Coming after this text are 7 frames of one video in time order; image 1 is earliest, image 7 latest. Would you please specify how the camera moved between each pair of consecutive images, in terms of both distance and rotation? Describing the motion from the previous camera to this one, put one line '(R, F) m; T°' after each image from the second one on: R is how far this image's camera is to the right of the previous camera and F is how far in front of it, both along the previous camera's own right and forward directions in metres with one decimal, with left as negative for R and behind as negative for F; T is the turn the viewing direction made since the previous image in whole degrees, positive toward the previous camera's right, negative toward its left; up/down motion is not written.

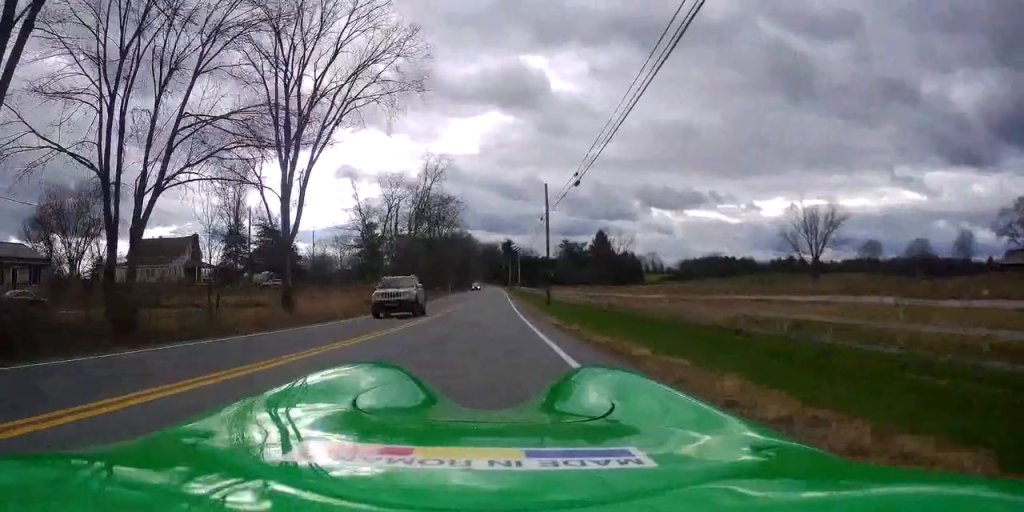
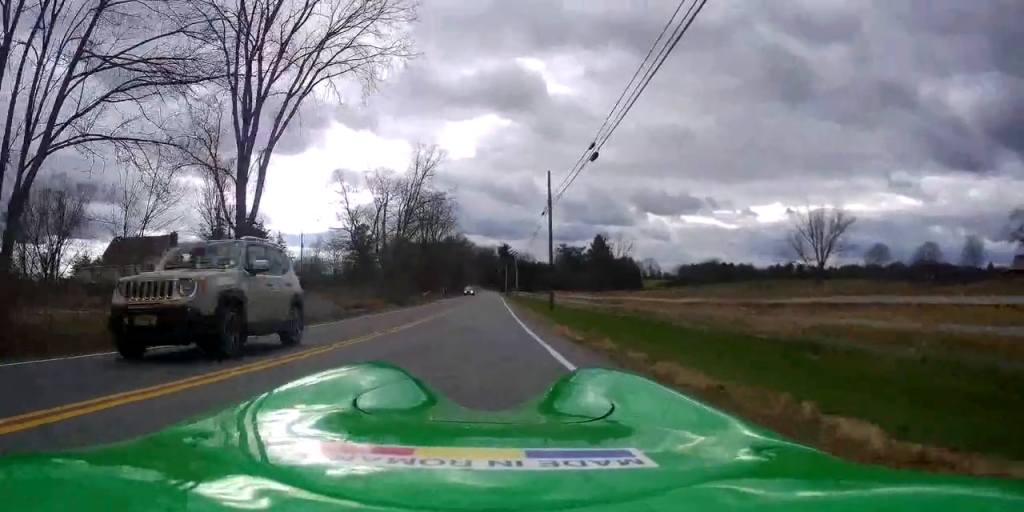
(0.0, +5.0) m; +1°
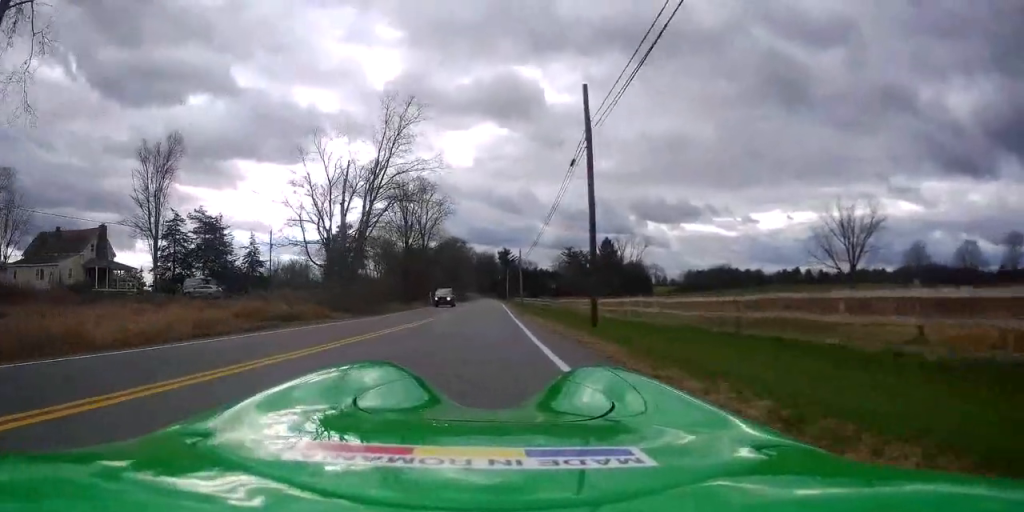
(+0.2, +16.7) m; +1°
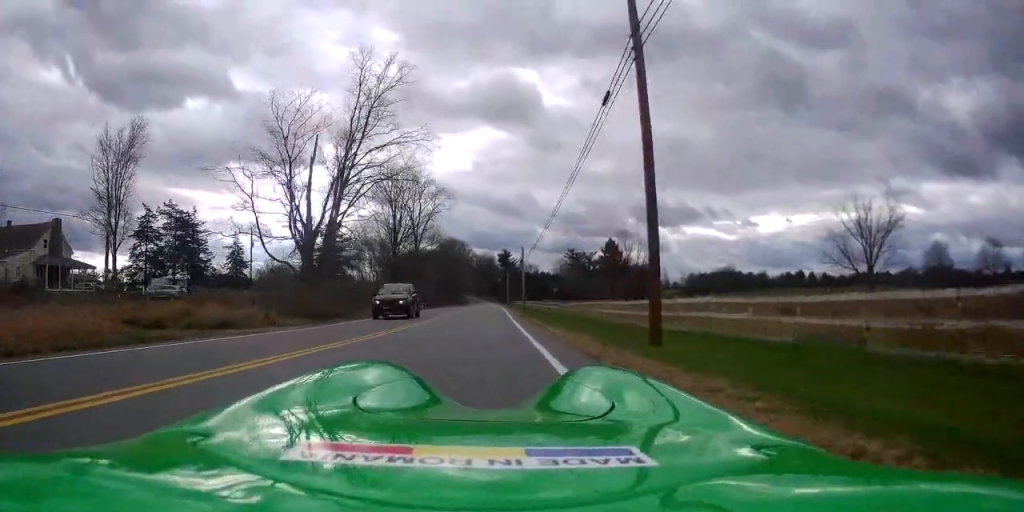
(+0.1, +8.2) m; -1°
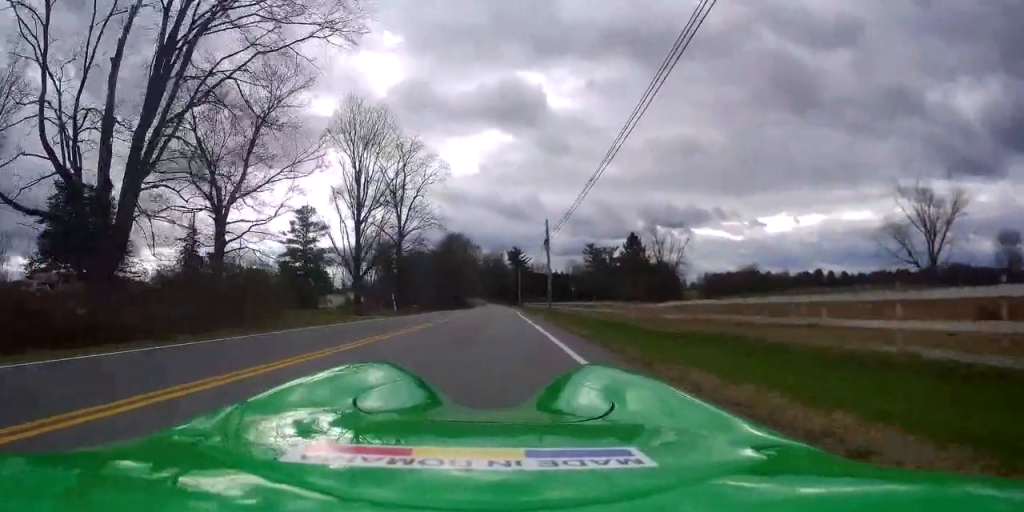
(-0.6, +22.0) m; -2°
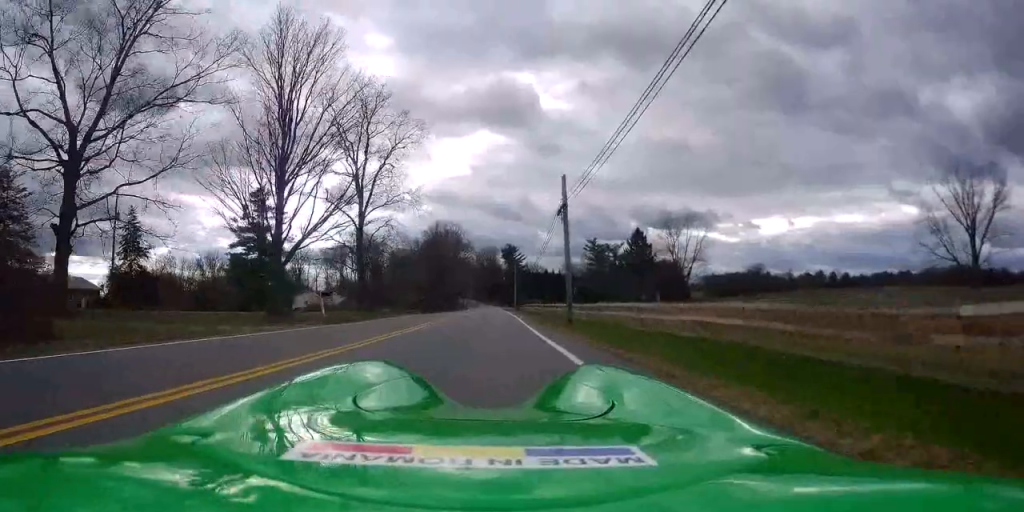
(-0.2, +16.2) m; 0°
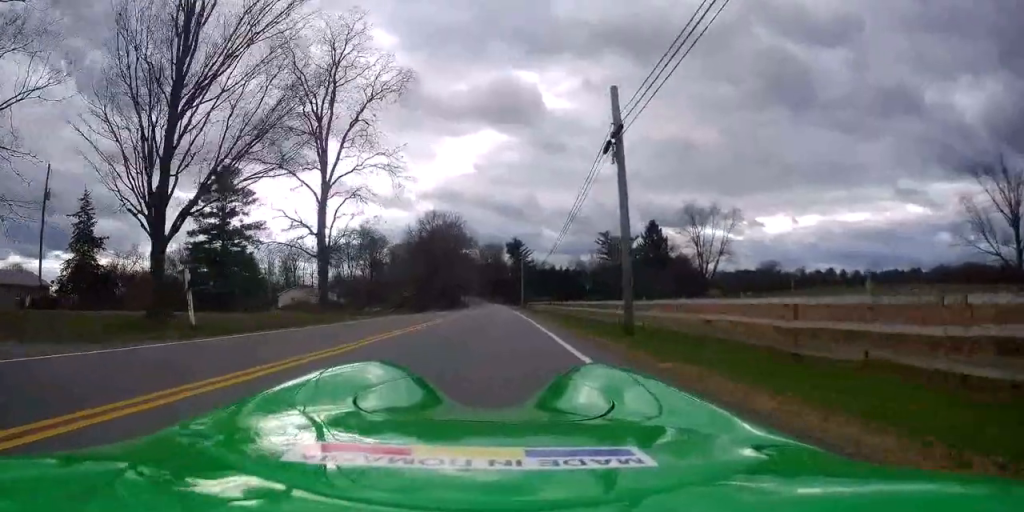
(+0.1, +11.9) m; +1°
